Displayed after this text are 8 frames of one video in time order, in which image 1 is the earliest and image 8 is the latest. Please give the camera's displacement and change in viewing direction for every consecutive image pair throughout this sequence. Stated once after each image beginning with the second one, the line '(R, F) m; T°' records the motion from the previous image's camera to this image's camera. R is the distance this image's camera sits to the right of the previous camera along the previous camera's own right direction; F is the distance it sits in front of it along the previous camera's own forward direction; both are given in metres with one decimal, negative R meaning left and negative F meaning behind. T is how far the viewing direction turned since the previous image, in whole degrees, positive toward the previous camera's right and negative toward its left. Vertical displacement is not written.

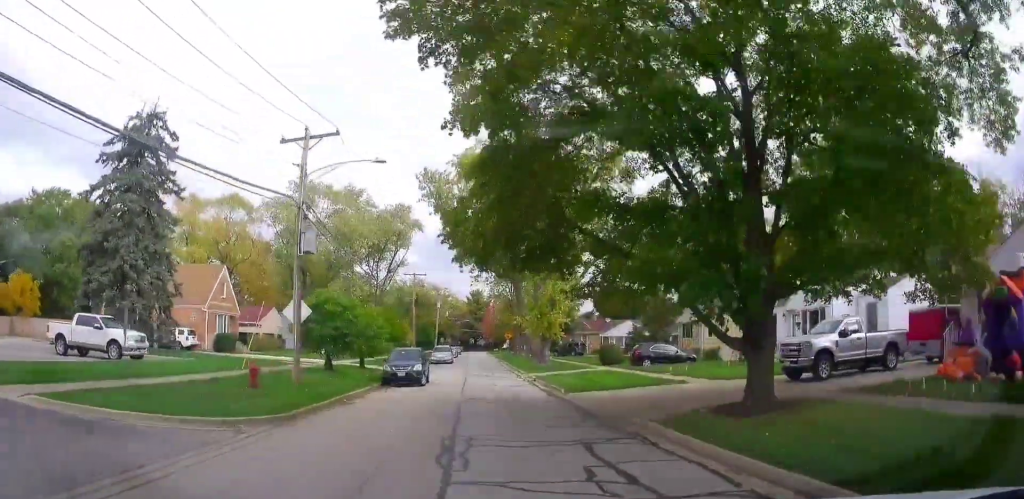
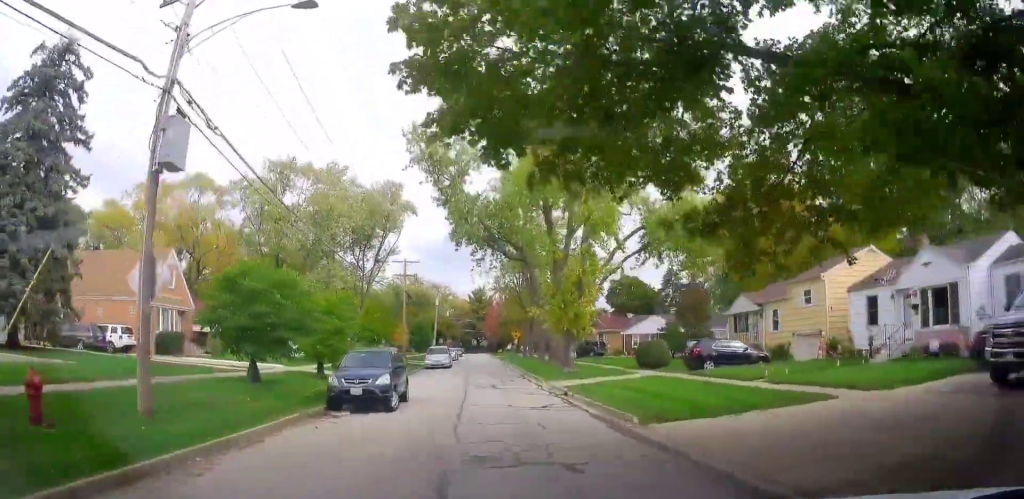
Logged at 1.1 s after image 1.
(-0.4, +9.2) m; -1°
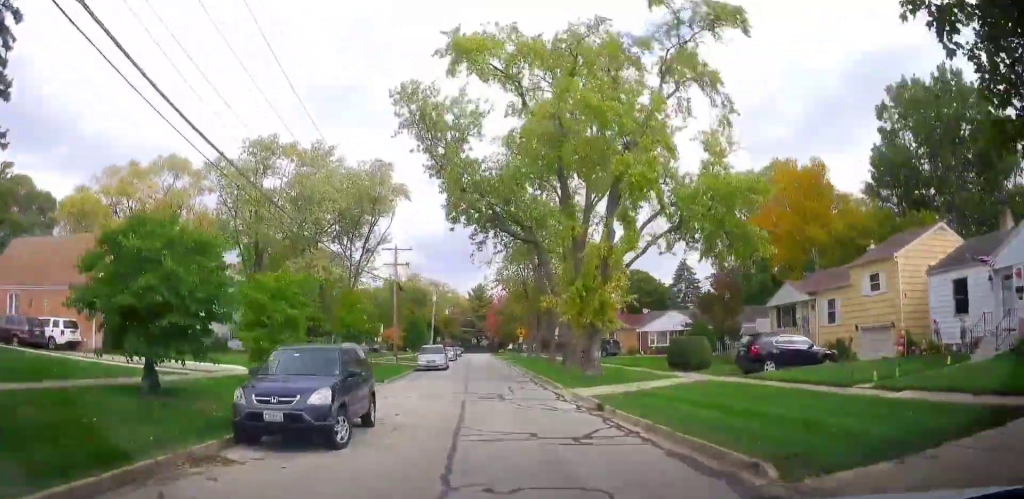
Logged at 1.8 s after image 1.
(+0.2, +5.5) m; +2°
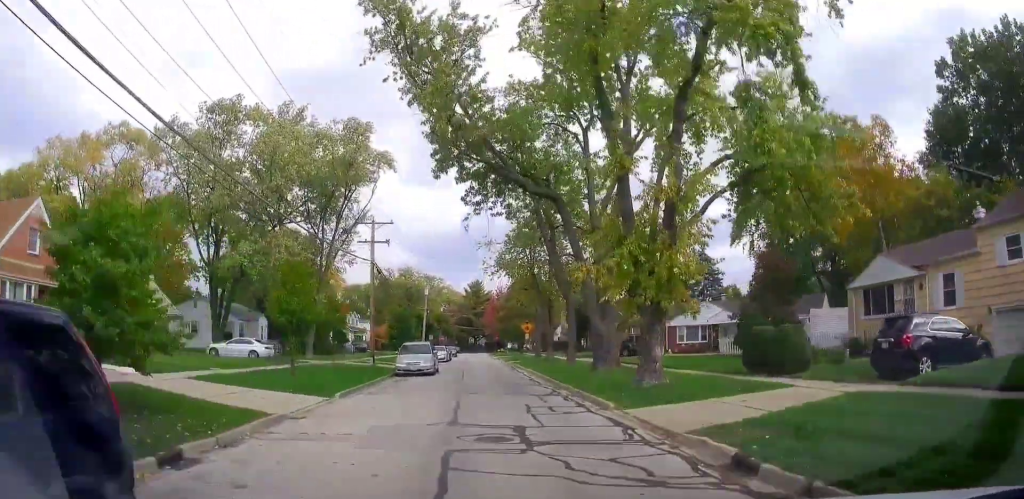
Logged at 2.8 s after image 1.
(+0.2, +8.3) m; -1°
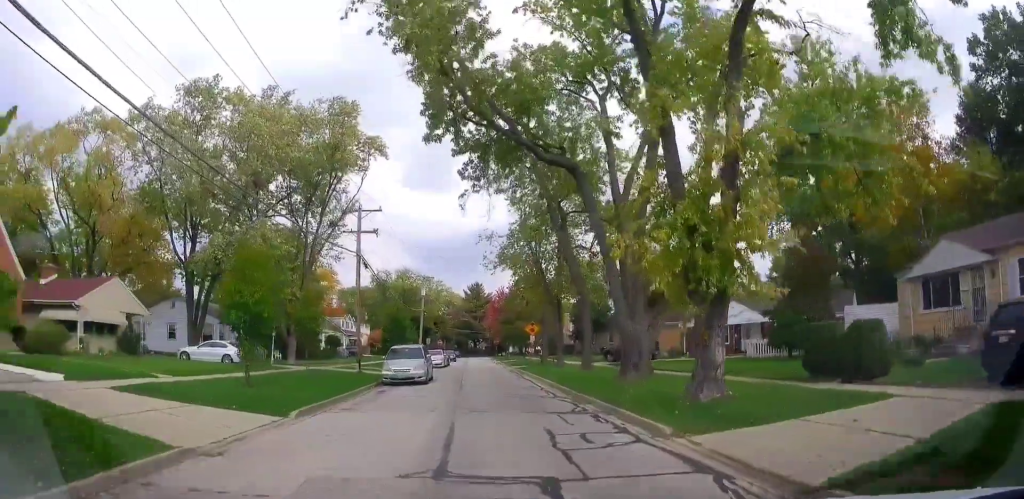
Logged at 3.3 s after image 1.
(0.0, +4.1) m; 0°
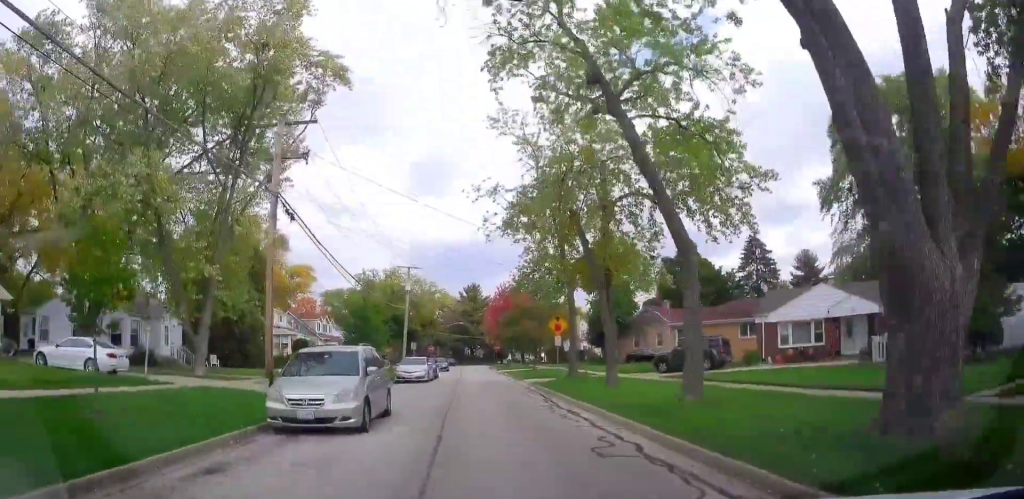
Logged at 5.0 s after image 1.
(+0.4, +13.4) m; +1°
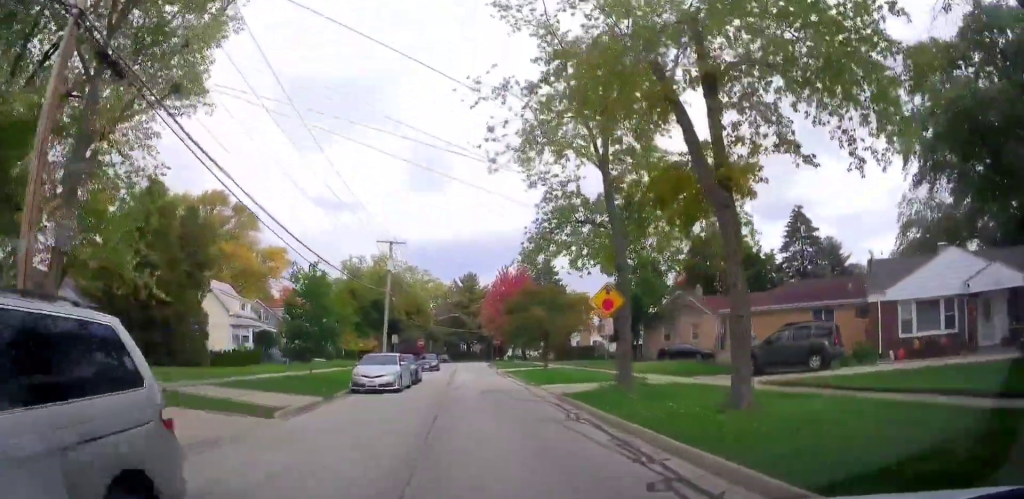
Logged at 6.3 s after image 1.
(-0.9, +11.6) m; -4°
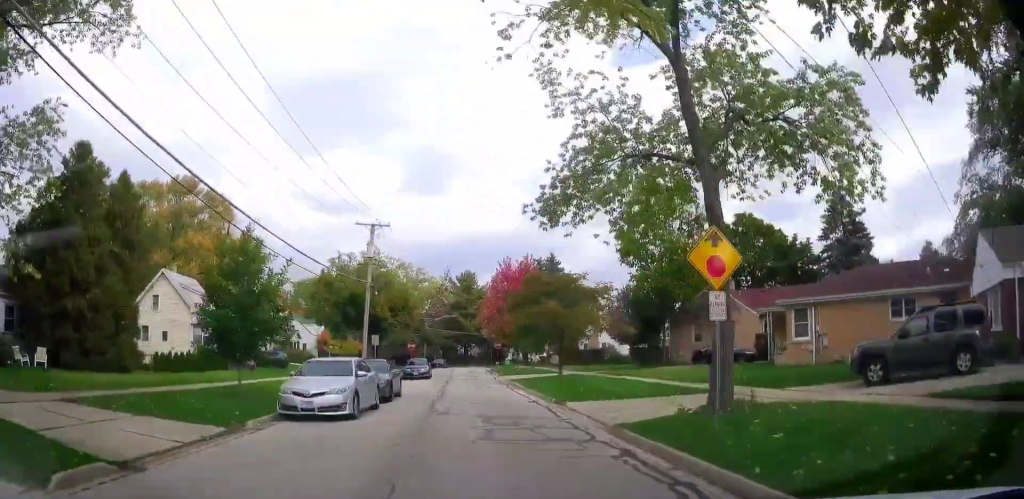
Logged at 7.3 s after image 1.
(+0.3, +8.2) m; +4°
